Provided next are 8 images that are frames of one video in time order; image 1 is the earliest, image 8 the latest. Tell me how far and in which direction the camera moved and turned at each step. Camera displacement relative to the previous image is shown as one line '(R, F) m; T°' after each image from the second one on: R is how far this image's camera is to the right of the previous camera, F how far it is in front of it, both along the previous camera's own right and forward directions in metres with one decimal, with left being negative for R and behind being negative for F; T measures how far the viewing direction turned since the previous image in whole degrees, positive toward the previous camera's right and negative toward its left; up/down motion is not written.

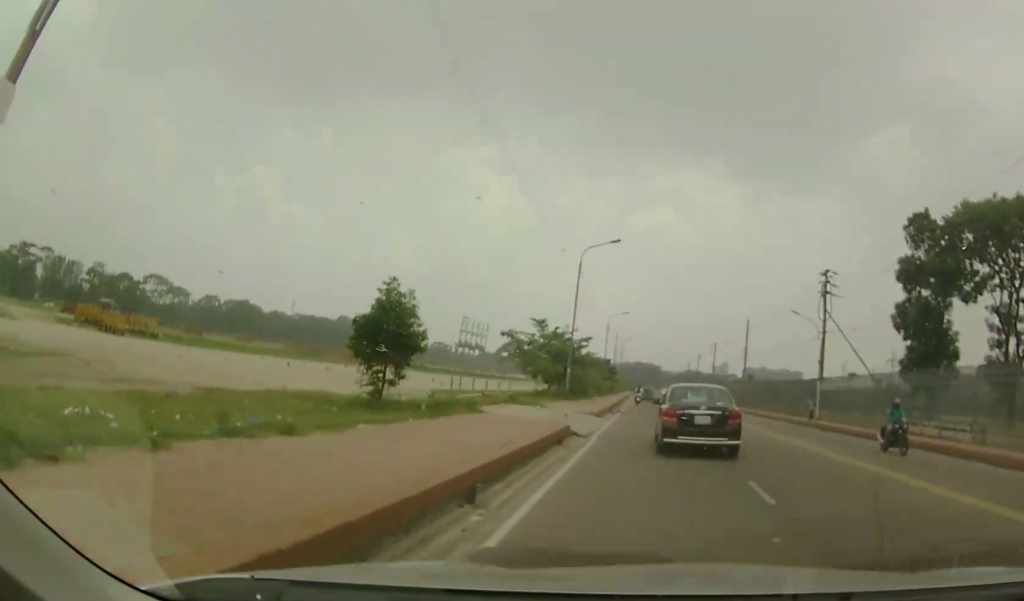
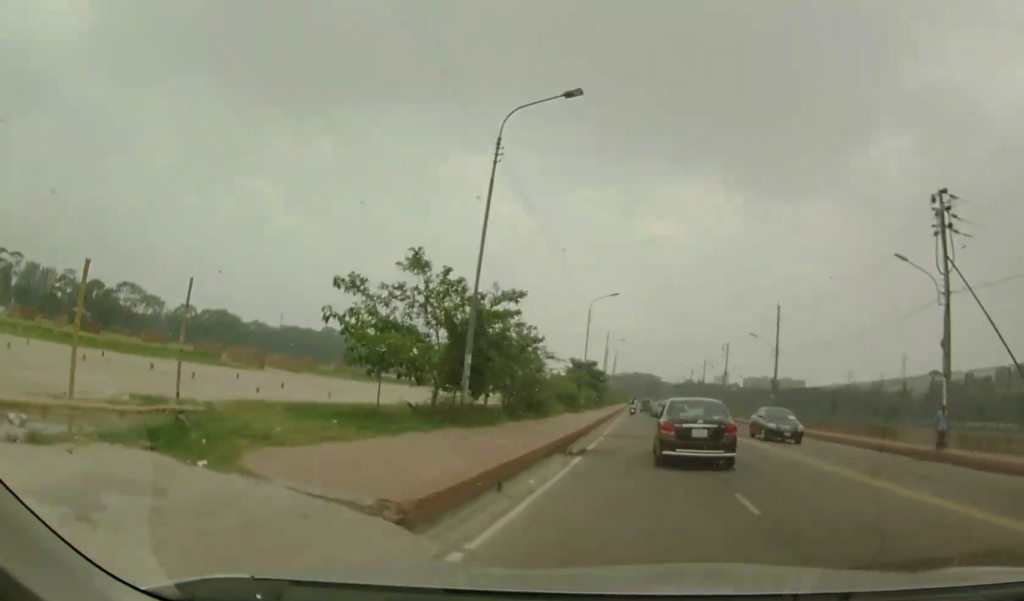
(+0.2, +18.1) m; +1°
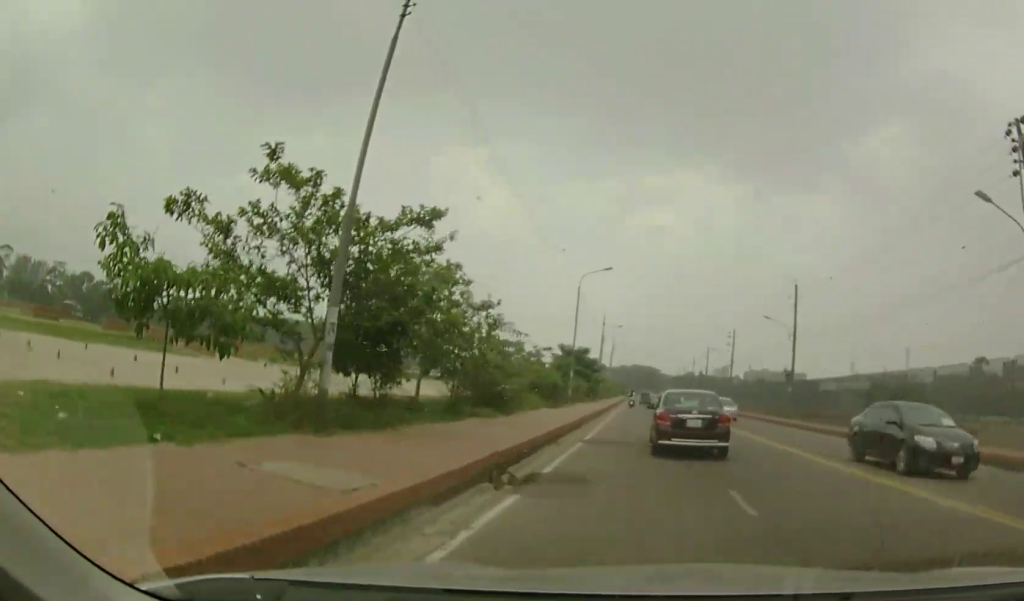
(-0.1, +6.6) m; 0°
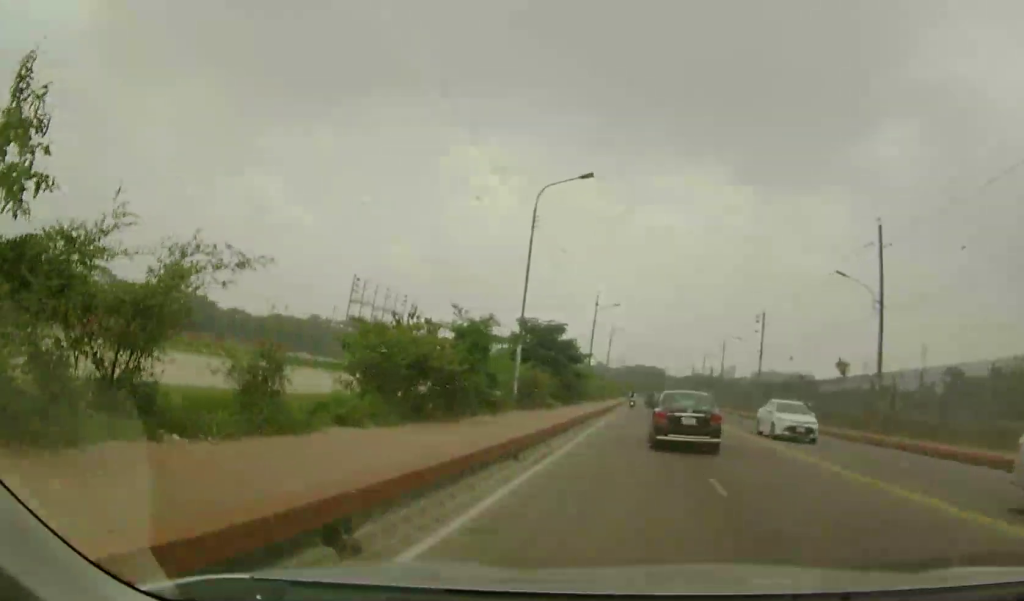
(-0.1, +16.5) m; 0°
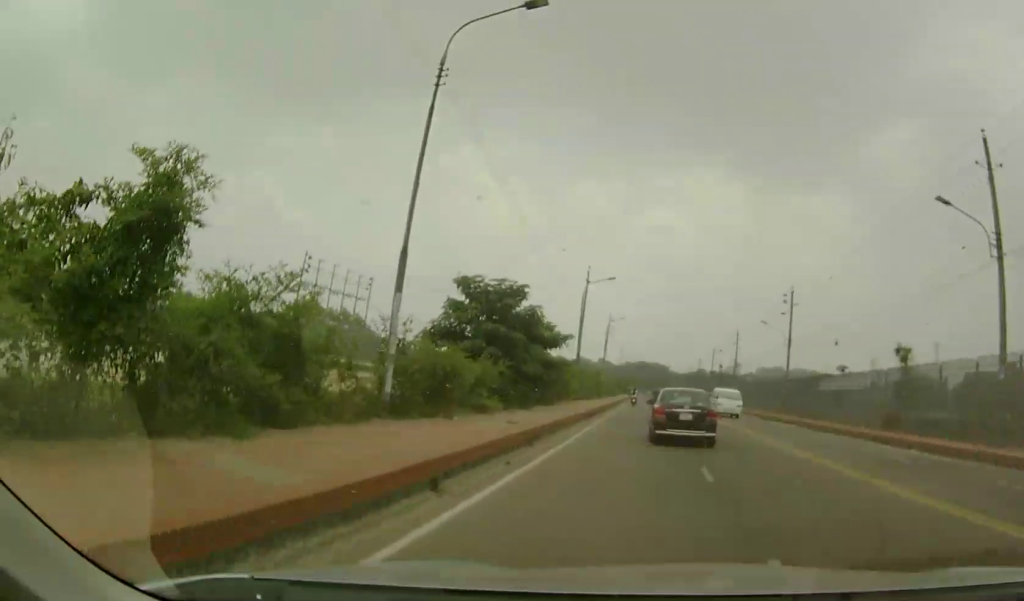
(0.0, +10.6) m; 0°
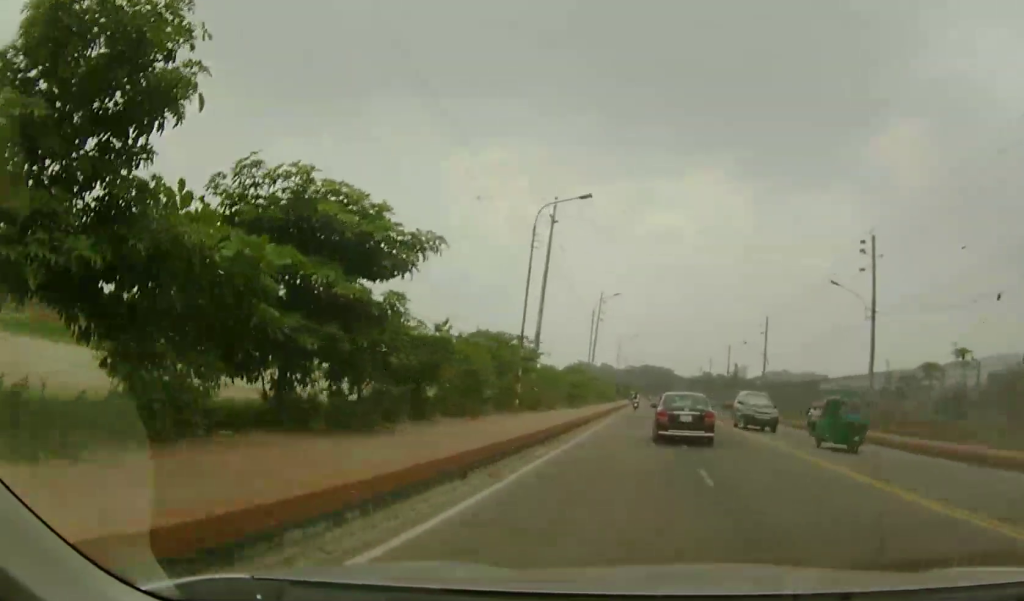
(0.0, +17.7) m; 0°
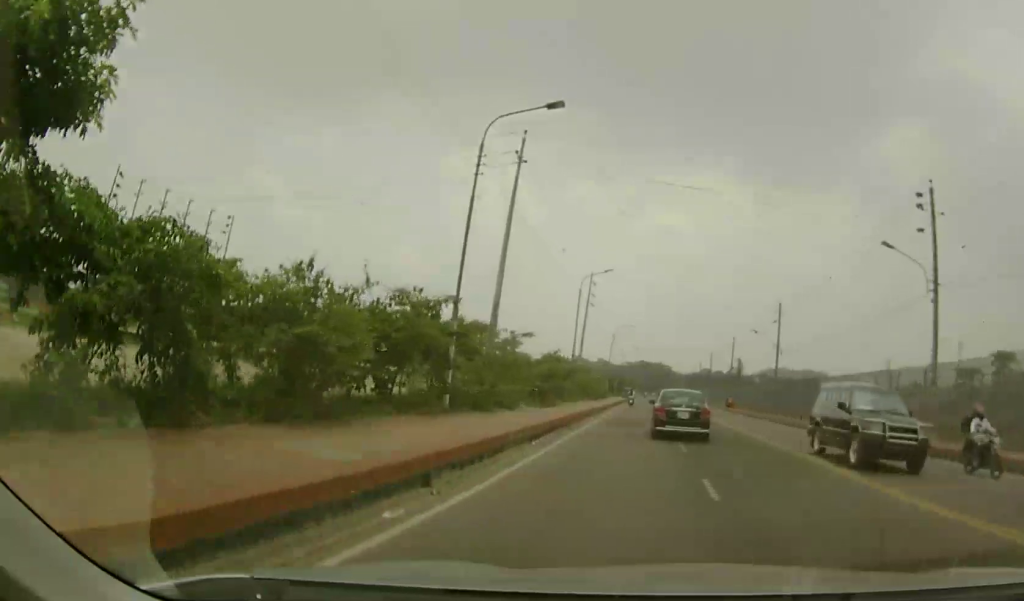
(0.0, +7.3) m; 0°
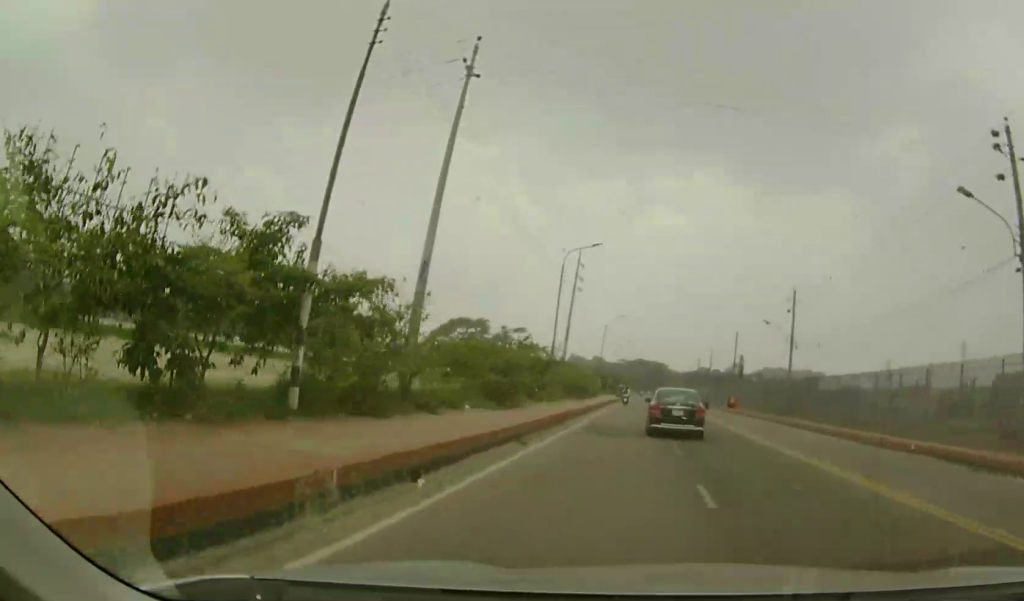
(0.0, +6.5) m; 0°
